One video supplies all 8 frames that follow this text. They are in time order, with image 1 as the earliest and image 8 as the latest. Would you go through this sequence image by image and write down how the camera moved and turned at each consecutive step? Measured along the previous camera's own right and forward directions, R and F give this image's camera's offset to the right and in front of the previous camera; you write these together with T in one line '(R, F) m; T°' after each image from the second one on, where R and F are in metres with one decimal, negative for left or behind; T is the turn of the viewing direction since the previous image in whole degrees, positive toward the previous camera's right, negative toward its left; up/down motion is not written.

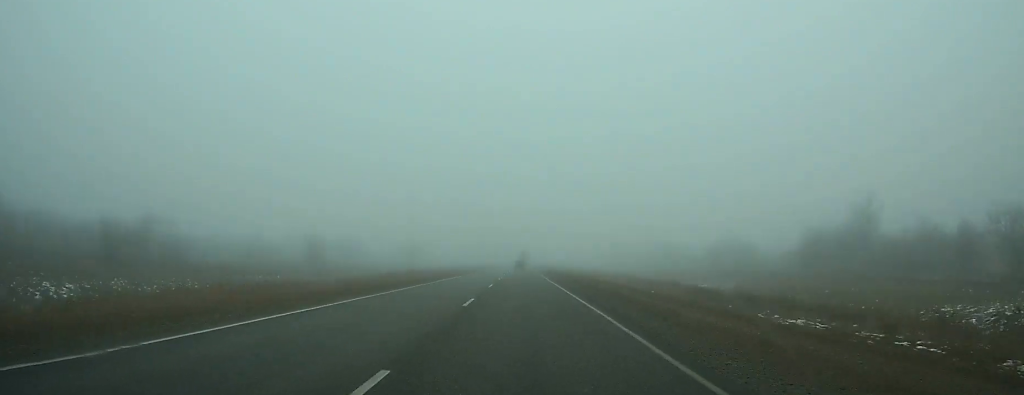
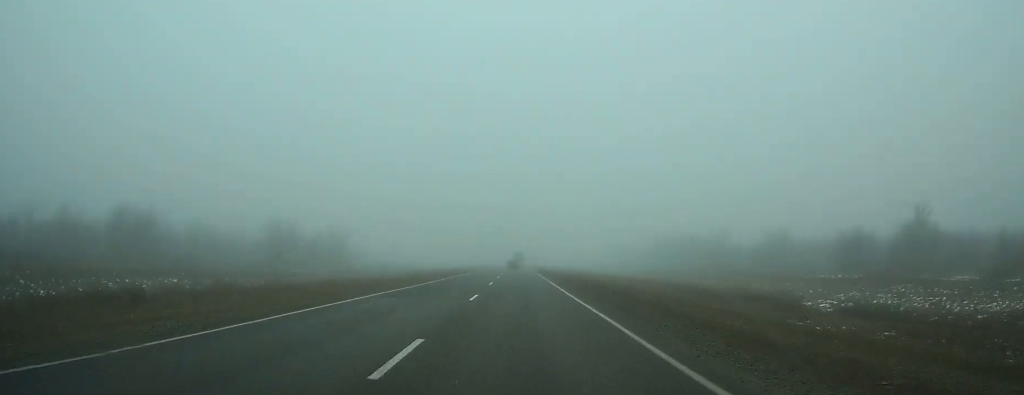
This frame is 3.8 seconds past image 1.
(+0.1, +108.7) m; 0°
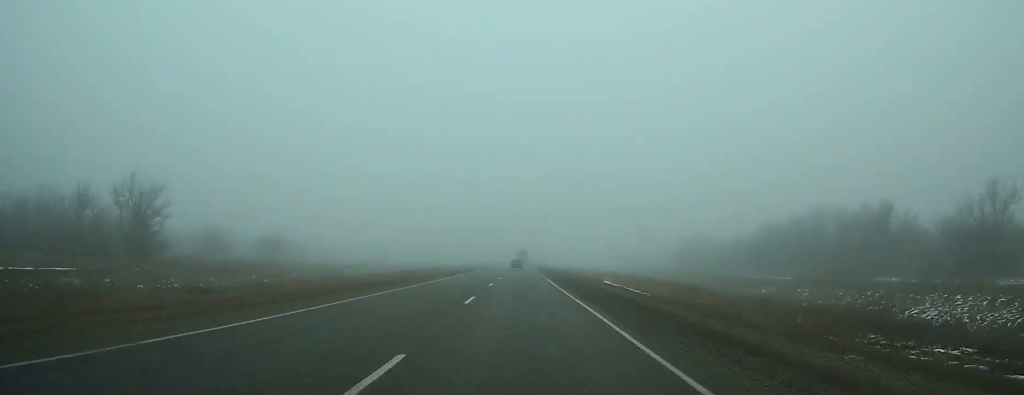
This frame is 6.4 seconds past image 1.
(-0.1, +71.4) m; 0°
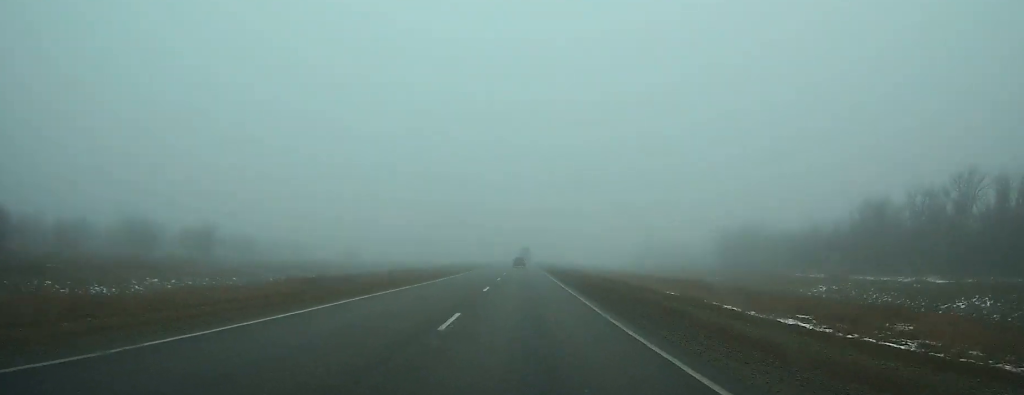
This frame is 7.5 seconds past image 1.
(0.0, +28.7) m; 0°
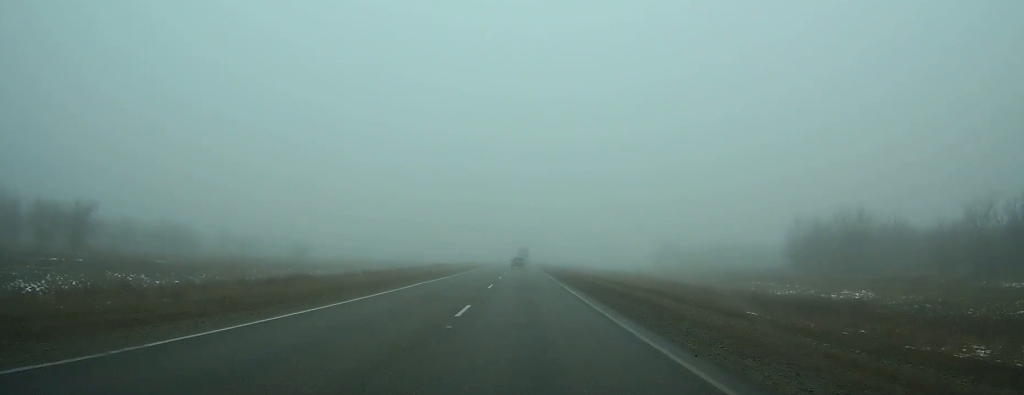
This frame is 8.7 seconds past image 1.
(0.0, +32.5) m; 0°
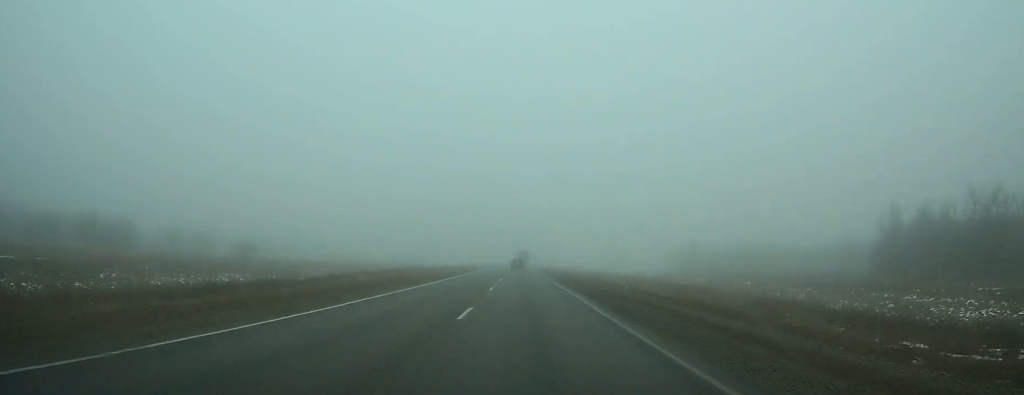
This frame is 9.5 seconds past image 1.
(0.0, +24.9) m; 0°
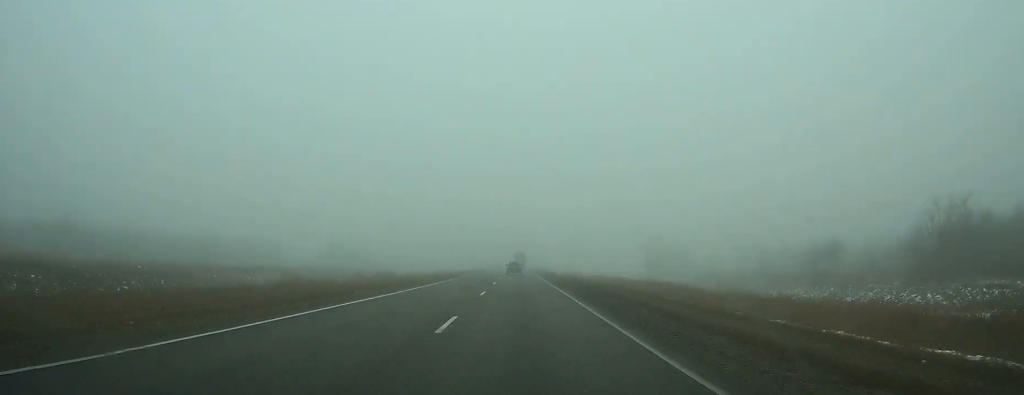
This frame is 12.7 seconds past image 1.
(+0.1, +90.8) m; 0°
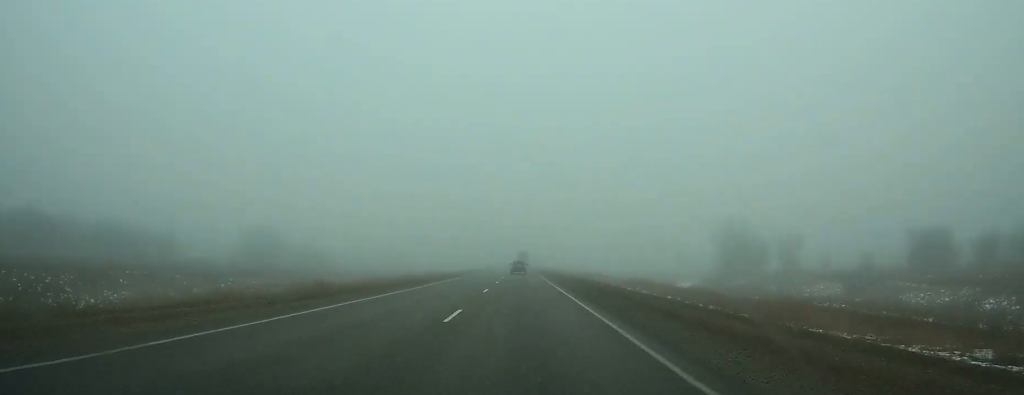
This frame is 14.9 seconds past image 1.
(-0.2, +58.7) m; 0°
